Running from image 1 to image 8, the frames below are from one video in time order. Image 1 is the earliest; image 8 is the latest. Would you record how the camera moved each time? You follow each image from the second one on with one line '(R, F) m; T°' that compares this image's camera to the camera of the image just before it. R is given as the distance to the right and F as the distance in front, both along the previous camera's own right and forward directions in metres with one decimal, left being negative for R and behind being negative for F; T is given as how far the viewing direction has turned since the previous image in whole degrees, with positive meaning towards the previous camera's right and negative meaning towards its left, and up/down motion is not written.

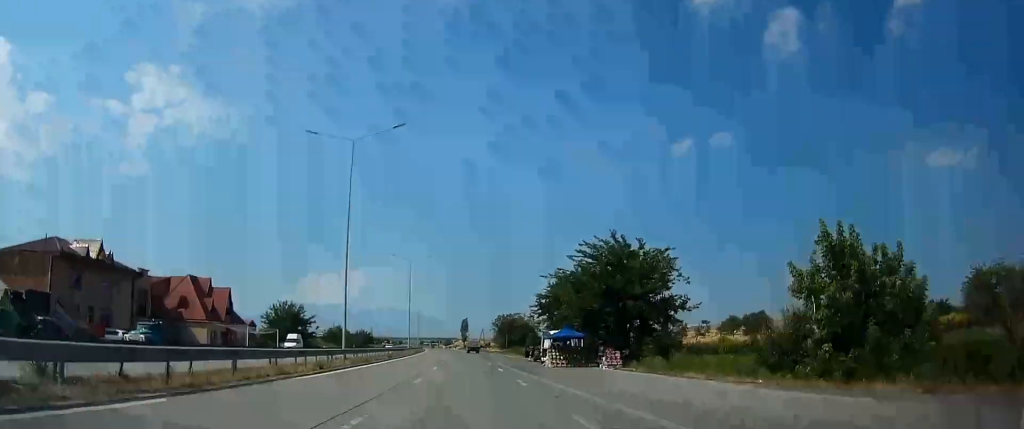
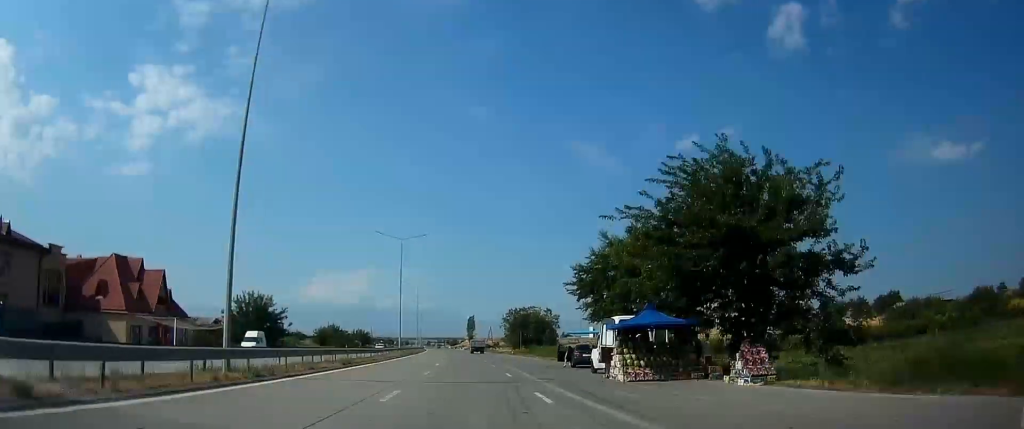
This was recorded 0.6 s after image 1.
(0.0, +18.7) m; -1°
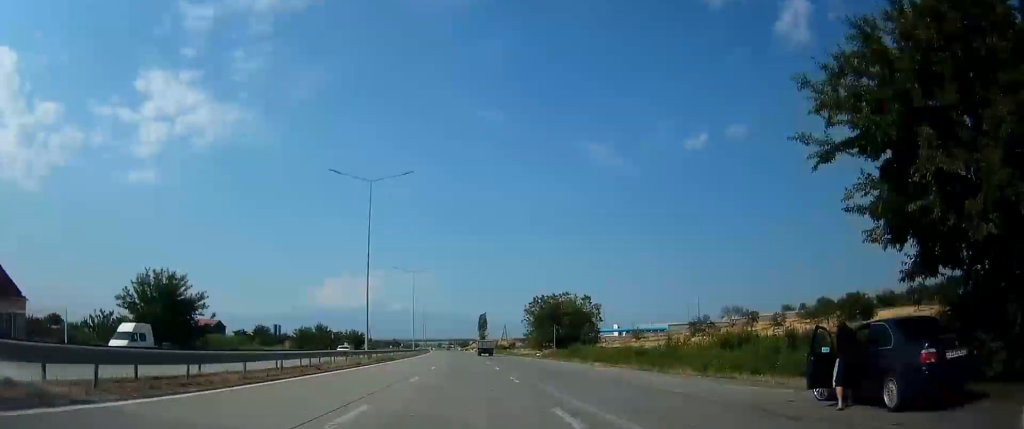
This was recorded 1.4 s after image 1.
(-0.4, +28.6) m; -1°
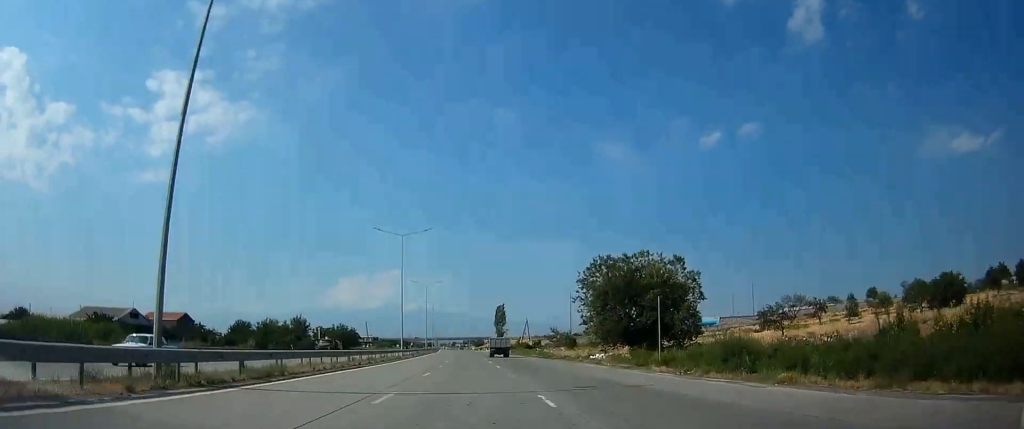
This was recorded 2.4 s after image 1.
(-0.1, +32.9) m; -2°
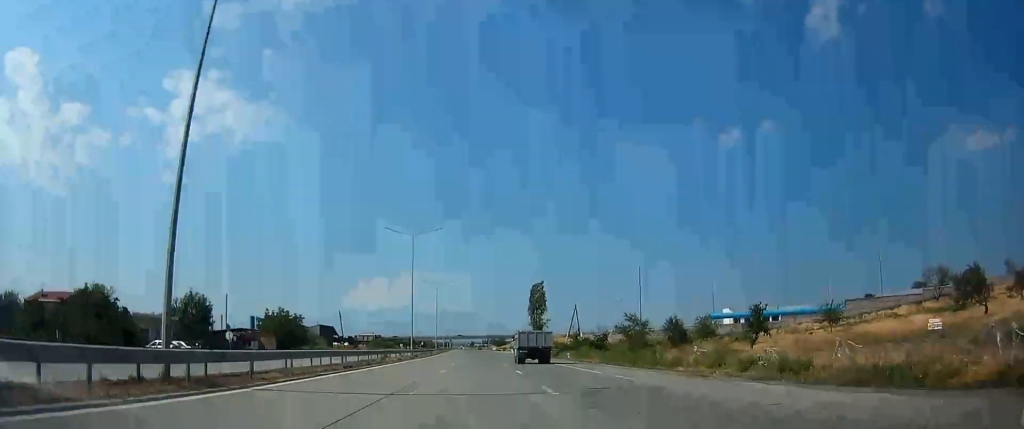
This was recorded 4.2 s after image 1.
(-1.7, +56.8) m; -2°
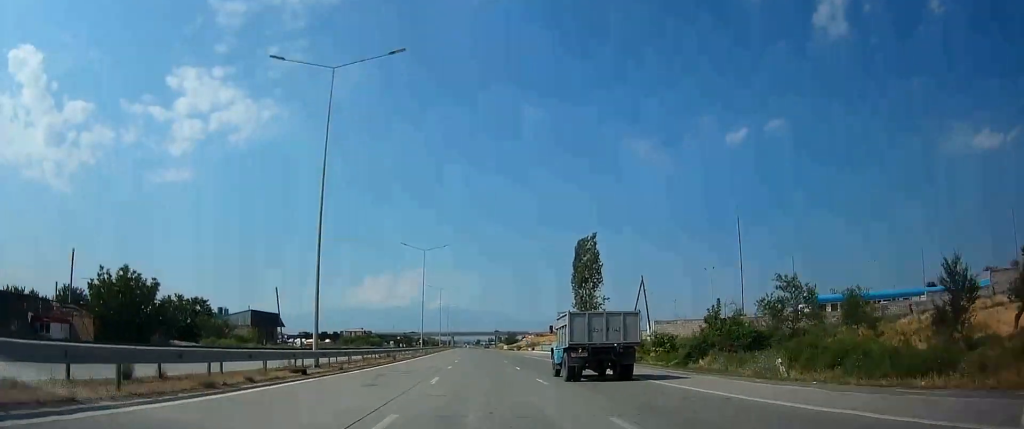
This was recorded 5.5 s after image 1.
(-0.4, +43.6) m; -1°
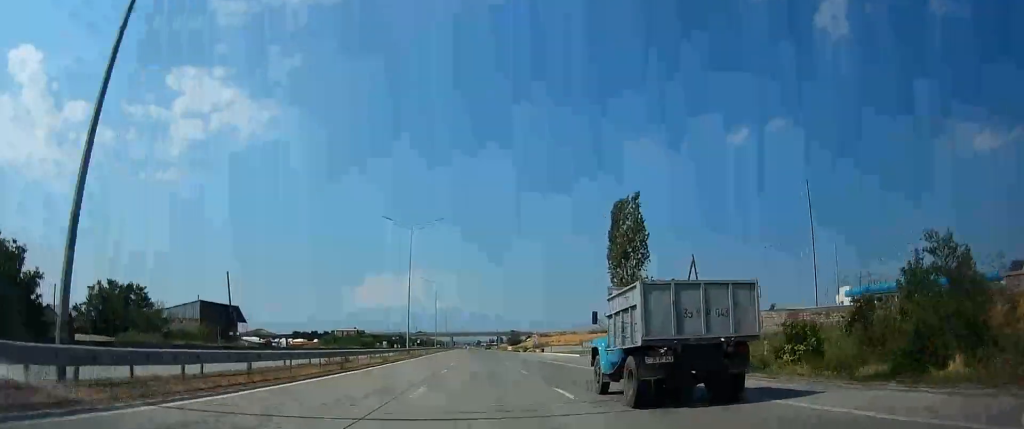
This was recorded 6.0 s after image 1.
(+0.1, +17.5) m; 0°
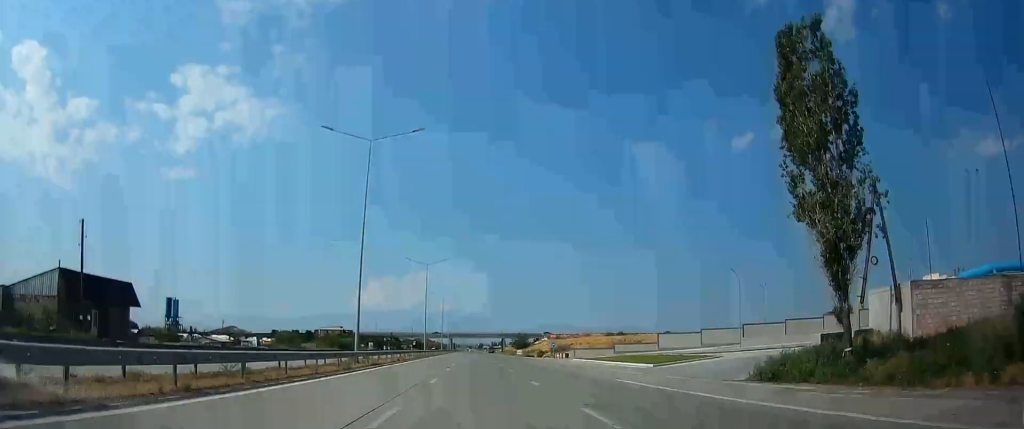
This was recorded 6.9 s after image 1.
(-0.2, +28.3) m; -1°
